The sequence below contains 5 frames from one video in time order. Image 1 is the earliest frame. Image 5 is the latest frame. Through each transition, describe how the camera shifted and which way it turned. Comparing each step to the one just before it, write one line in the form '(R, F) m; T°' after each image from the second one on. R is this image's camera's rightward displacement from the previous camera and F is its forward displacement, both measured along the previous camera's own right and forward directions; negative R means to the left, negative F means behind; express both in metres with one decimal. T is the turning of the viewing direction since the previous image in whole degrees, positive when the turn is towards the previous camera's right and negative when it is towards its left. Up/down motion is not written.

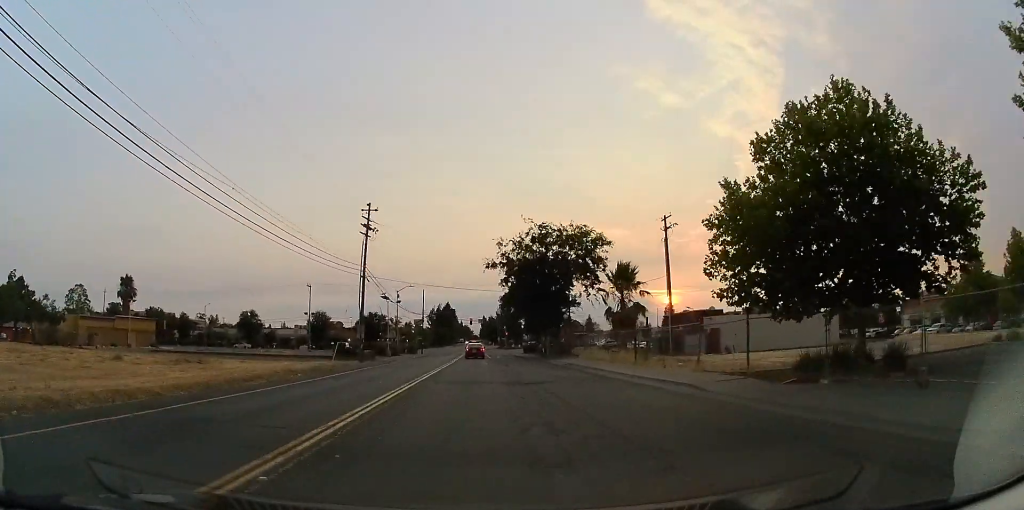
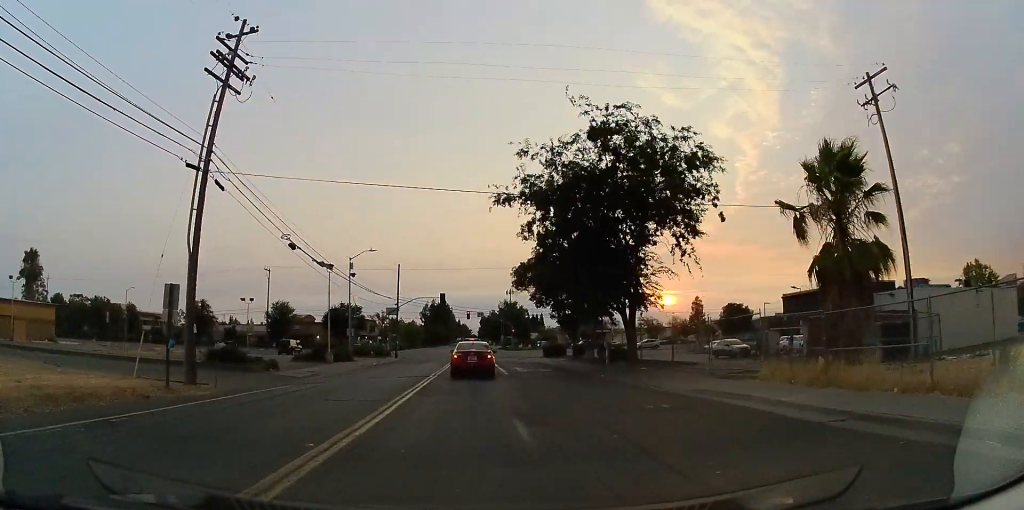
(-0.2, +29.0) m; +2°
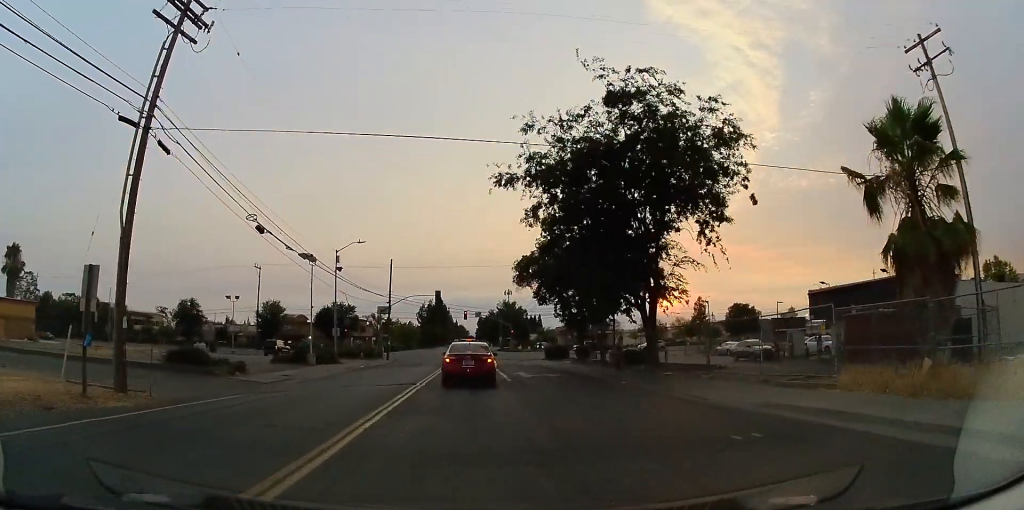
(0.0, +4.2) m; 0°
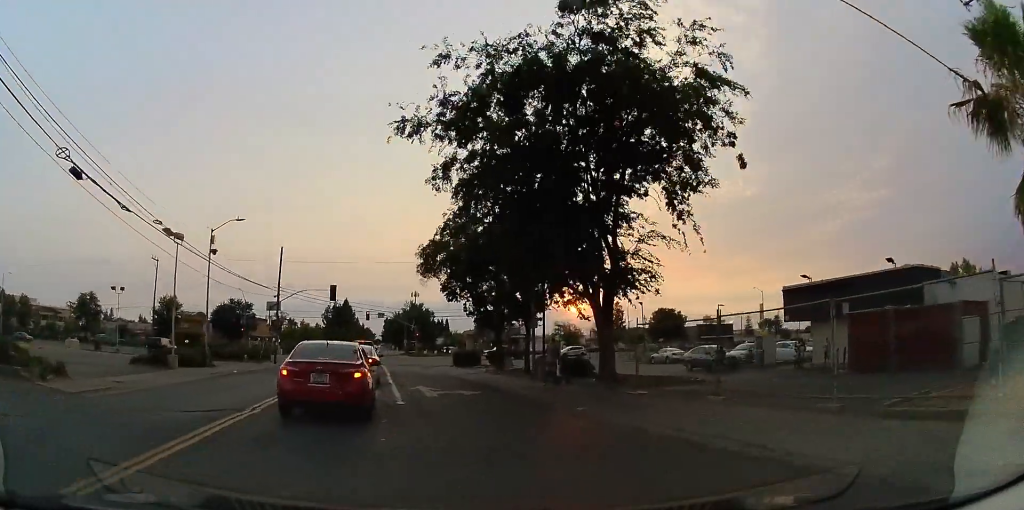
(0.0, +7.9) m; 0°
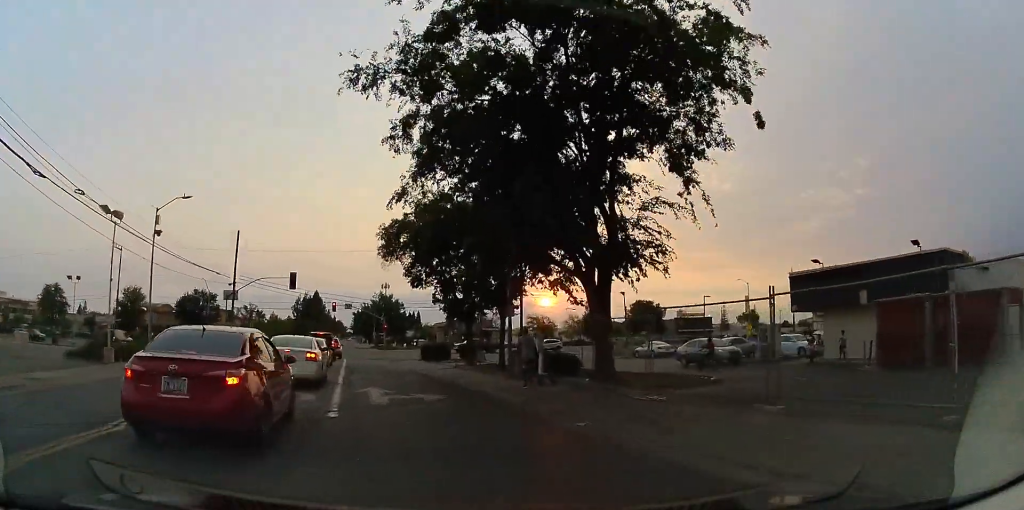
(0.0, +3.6) m; 0°
